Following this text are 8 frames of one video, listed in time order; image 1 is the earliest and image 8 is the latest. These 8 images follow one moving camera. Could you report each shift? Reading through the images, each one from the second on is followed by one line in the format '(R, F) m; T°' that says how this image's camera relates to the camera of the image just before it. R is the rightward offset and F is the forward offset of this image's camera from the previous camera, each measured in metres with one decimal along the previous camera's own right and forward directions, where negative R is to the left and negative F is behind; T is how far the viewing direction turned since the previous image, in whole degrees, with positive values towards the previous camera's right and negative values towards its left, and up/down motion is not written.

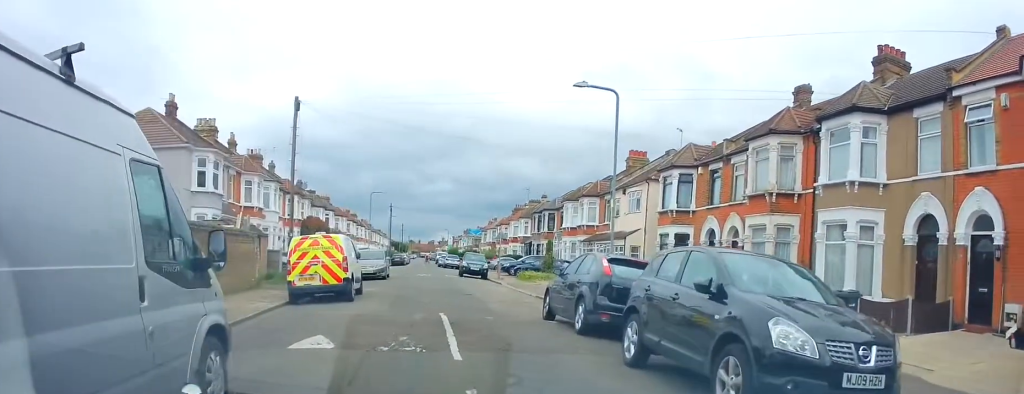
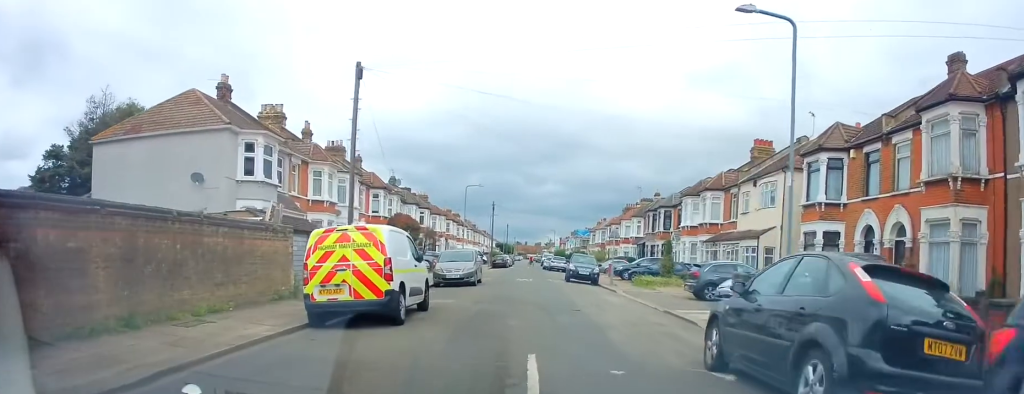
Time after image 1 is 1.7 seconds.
(-0.4, +4.9) m; -6°
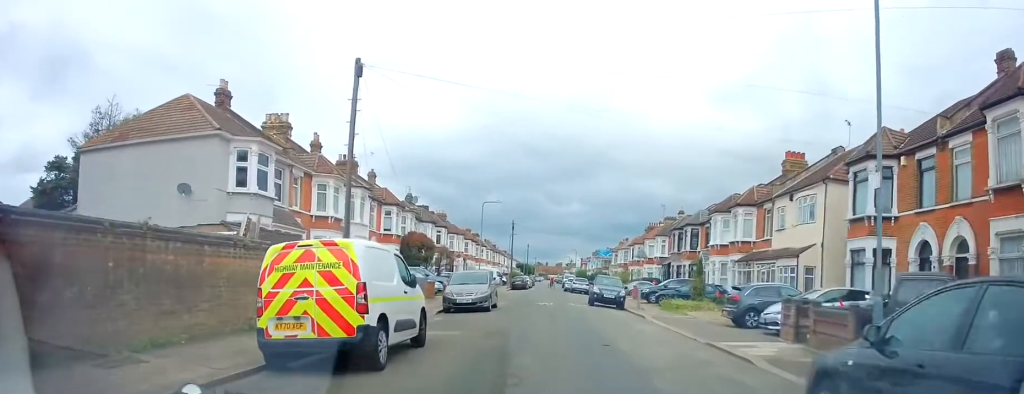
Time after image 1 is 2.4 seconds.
(0.0, +2.4) m; -1°
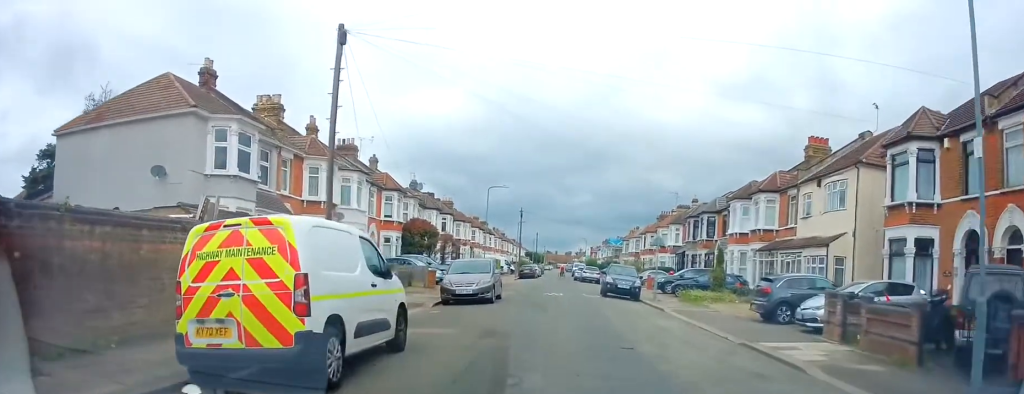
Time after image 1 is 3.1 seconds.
(0.0, +2.3) m; -1°
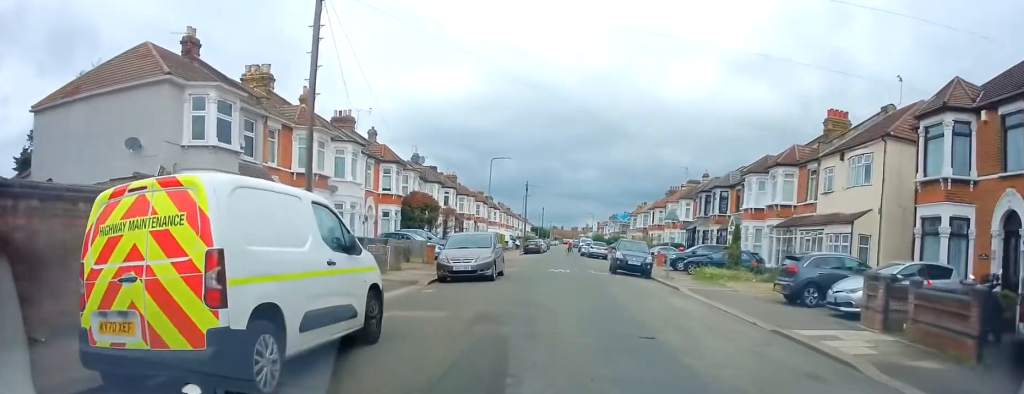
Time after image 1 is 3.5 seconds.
(0.0, +1.7) m; -1°
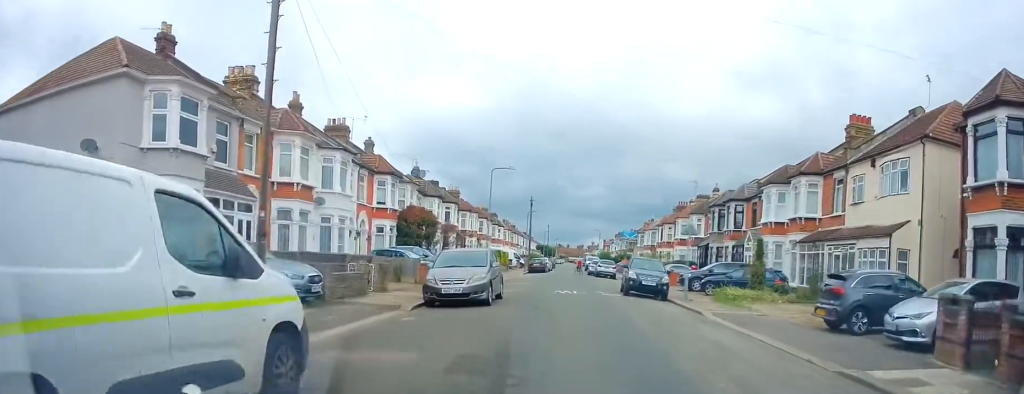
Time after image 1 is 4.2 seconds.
(0.0, +2.8) m; 0°
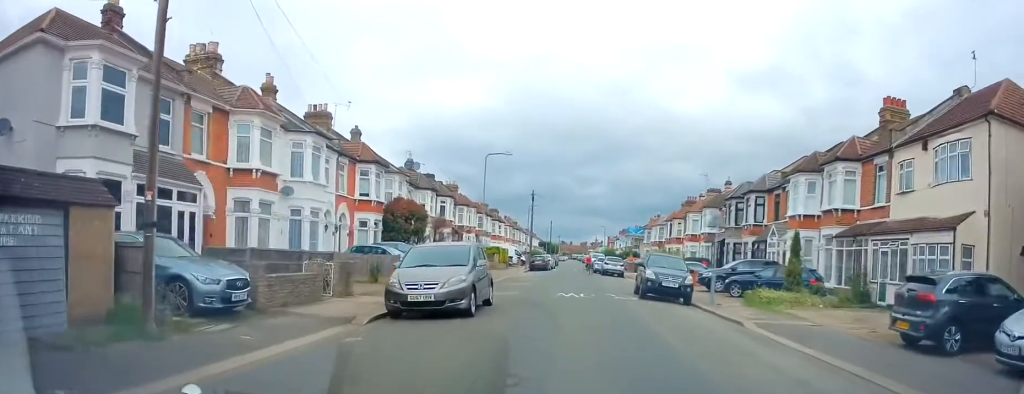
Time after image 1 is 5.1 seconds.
(0.0, +3.9) m; 0°
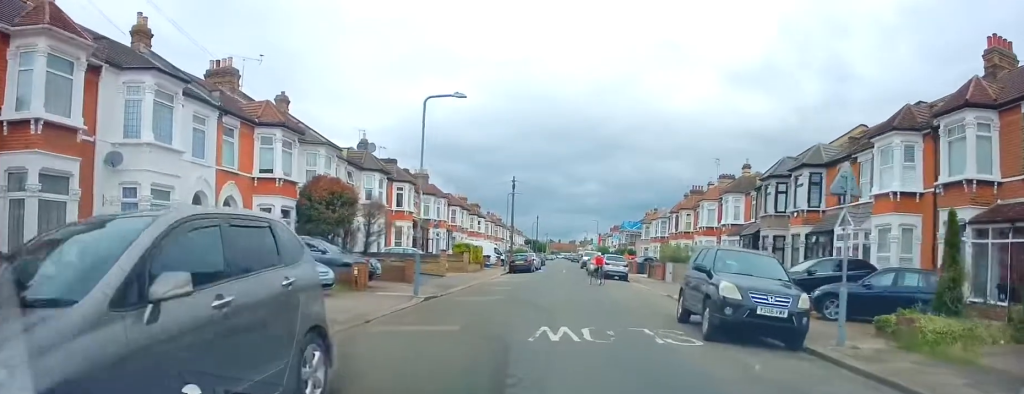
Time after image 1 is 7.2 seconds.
(-0.2, +9.8) m; -3°
